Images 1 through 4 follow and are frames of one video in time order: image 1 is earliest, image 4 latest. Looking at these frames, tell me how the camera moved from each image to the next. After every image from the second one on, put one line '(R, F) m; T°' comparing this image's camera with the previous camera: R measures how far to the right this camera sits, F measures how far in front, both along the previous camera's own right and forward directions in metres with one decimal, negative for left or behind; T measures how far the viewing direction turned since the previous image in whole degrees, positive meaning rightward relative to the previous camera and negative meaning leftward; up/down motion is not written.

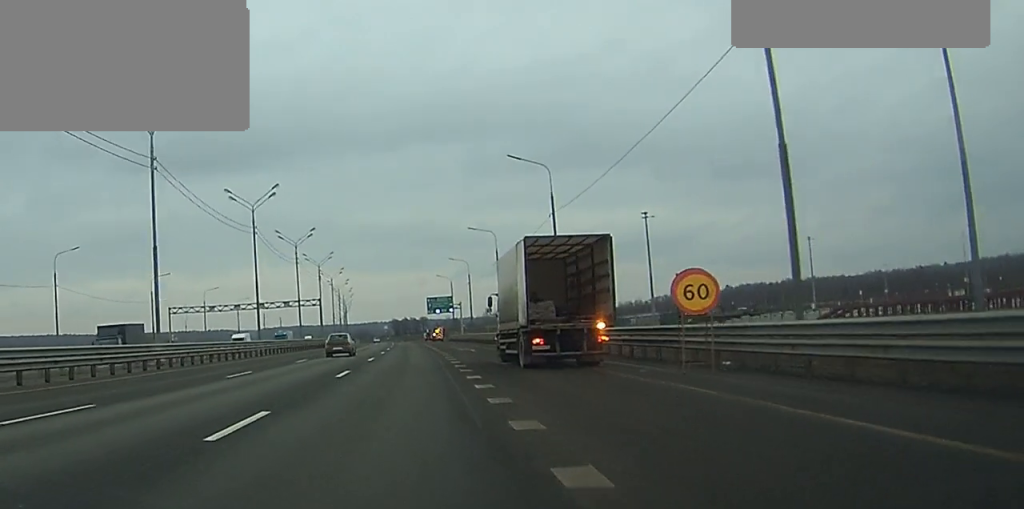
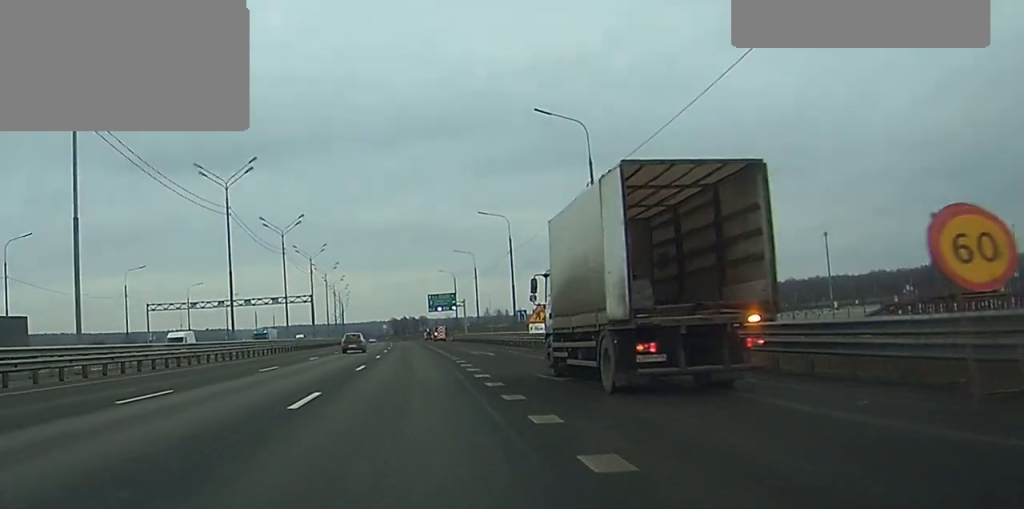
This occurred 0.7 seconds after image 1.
(0.0, +11.3) m; 0°
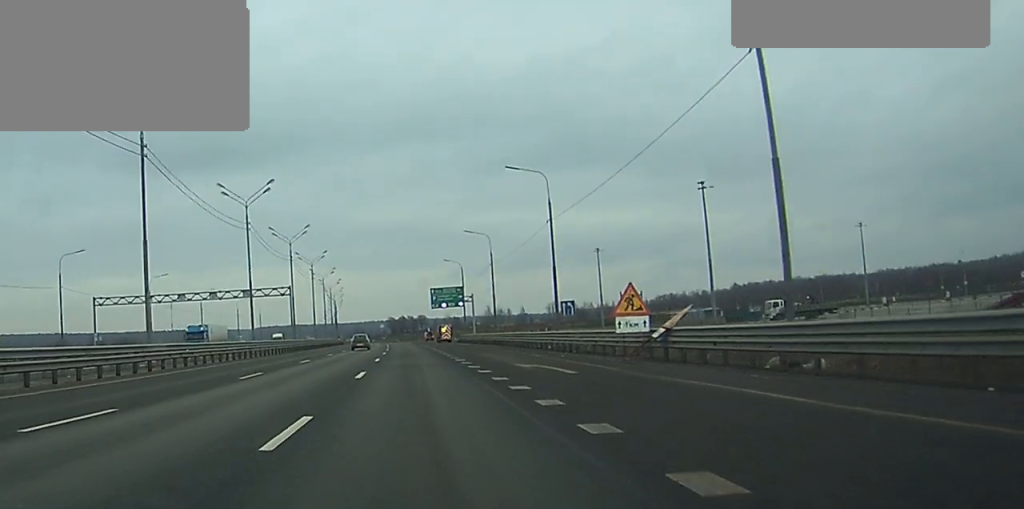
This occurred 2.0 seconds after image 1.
(+0.1, +21.5) m; 0°
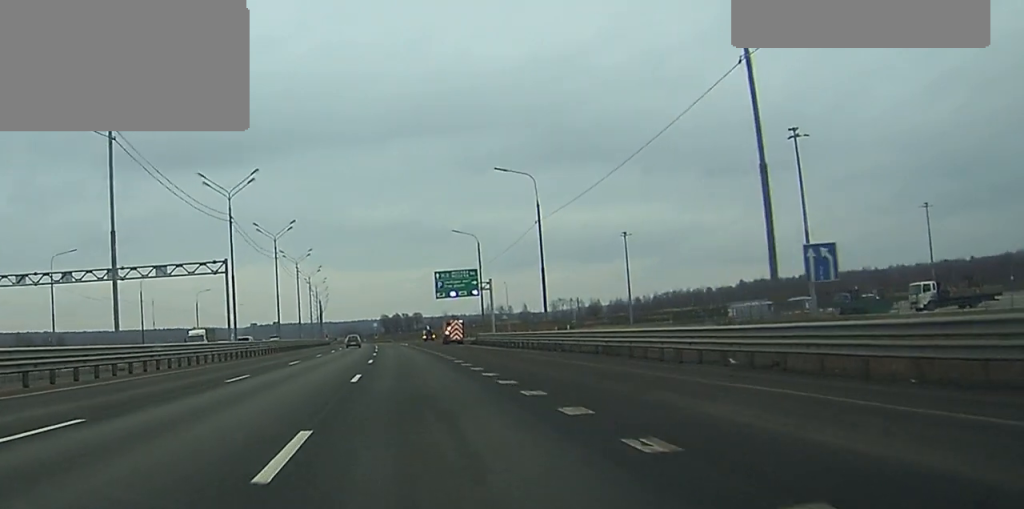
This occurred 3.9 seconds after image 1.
(+0.2, +34.1) m; +1°
